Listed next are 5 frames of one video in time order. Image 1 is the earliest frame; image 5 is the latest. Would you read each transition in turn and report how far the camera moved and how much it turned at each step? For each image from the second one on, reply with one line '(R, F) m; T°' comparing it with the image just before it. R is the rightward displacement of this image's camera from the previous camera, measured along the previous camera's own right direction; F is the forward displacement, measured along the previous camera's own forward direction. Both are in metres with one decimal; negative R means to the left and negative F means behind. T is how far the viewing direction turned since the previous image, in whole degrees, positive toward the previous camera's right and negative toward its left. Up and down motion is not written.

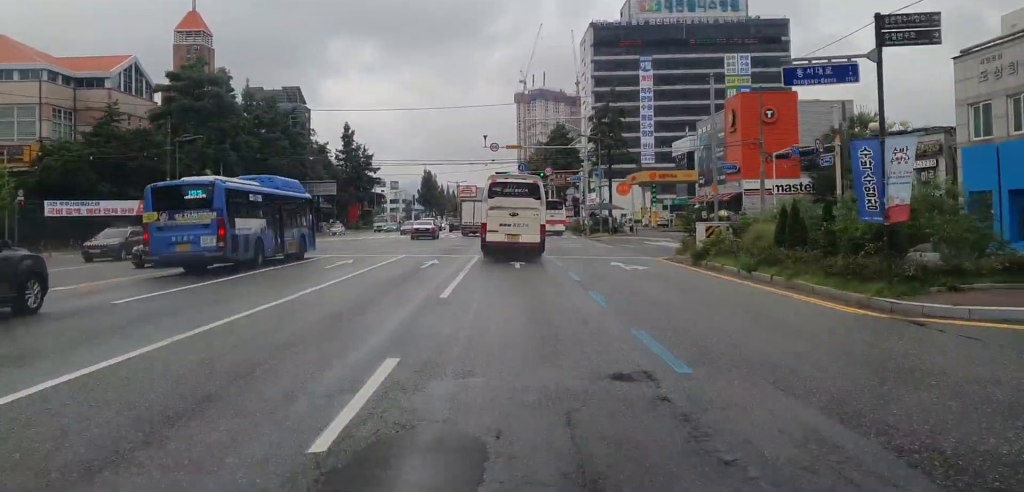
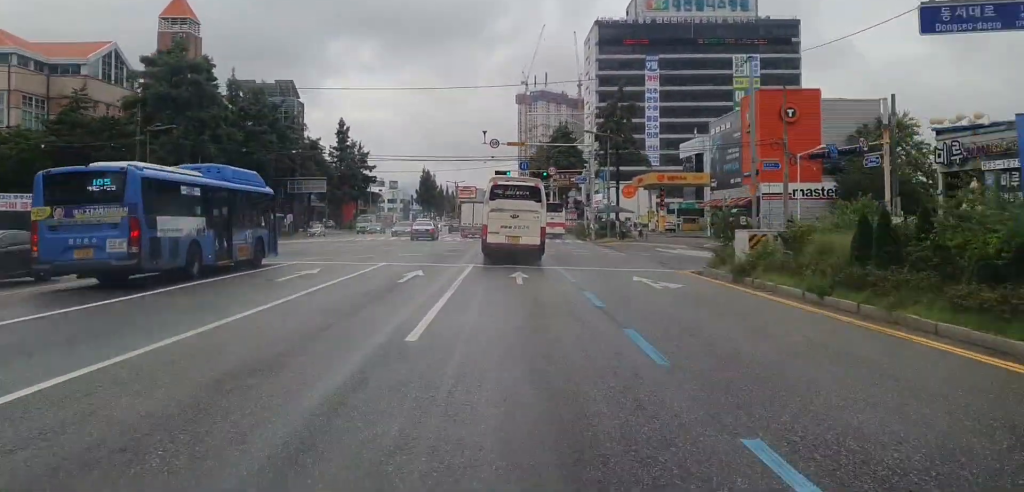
(-0.1, +5.5) m; 0°
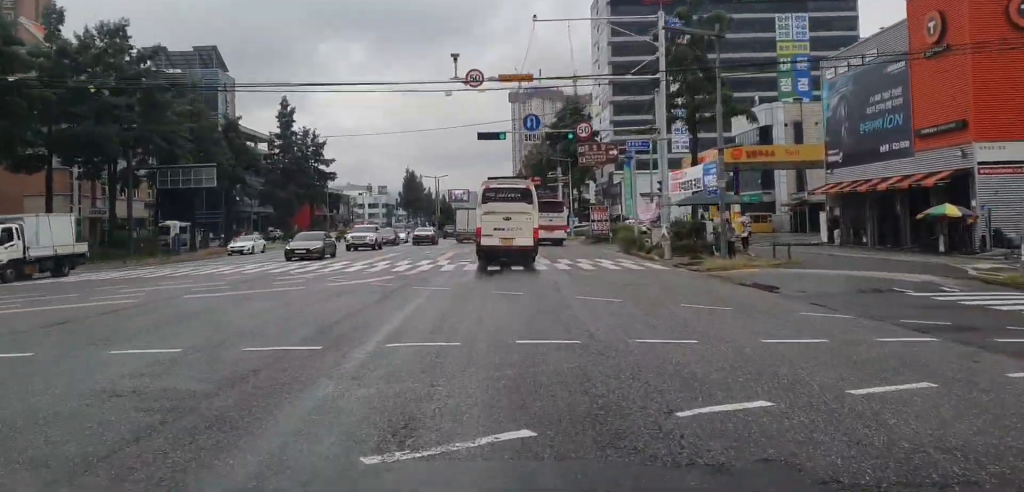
(+1.0, +33.9) m; 0°
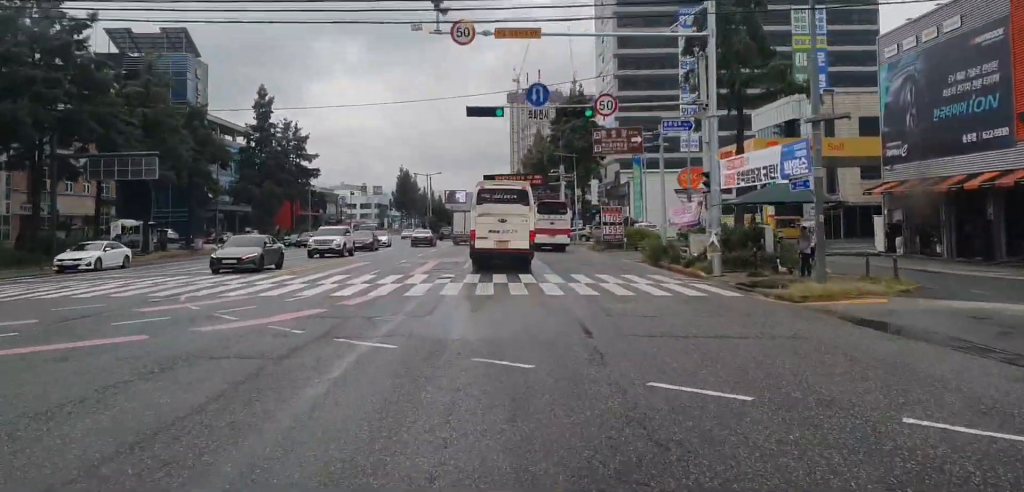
(+0.1, +9.2) m; +1°
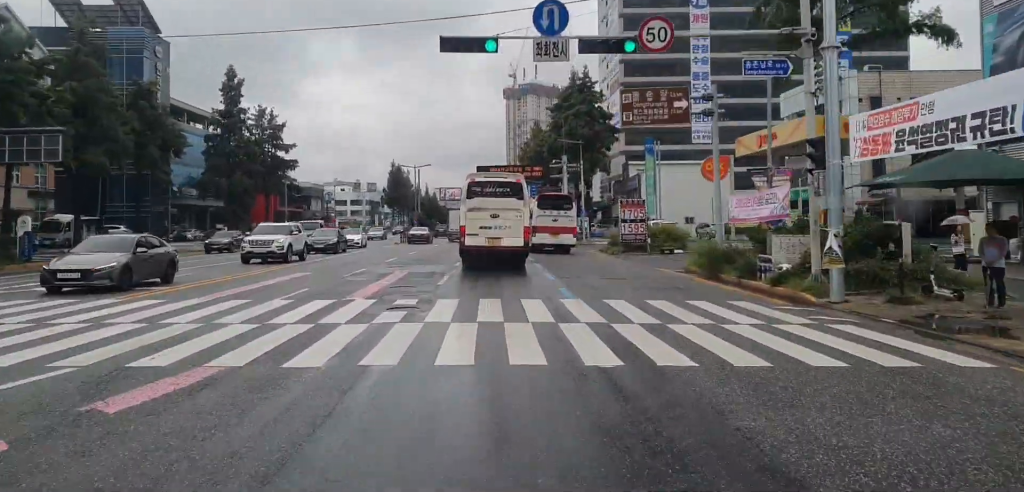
(+0.1, +10.4) m; 0°
